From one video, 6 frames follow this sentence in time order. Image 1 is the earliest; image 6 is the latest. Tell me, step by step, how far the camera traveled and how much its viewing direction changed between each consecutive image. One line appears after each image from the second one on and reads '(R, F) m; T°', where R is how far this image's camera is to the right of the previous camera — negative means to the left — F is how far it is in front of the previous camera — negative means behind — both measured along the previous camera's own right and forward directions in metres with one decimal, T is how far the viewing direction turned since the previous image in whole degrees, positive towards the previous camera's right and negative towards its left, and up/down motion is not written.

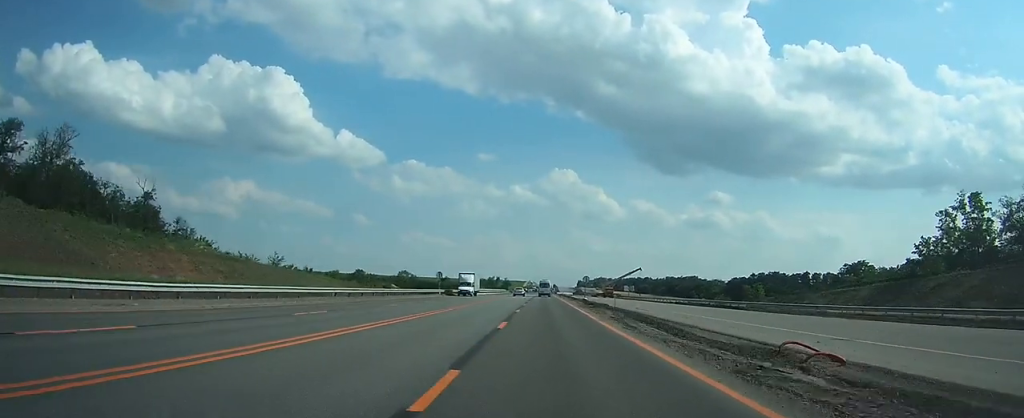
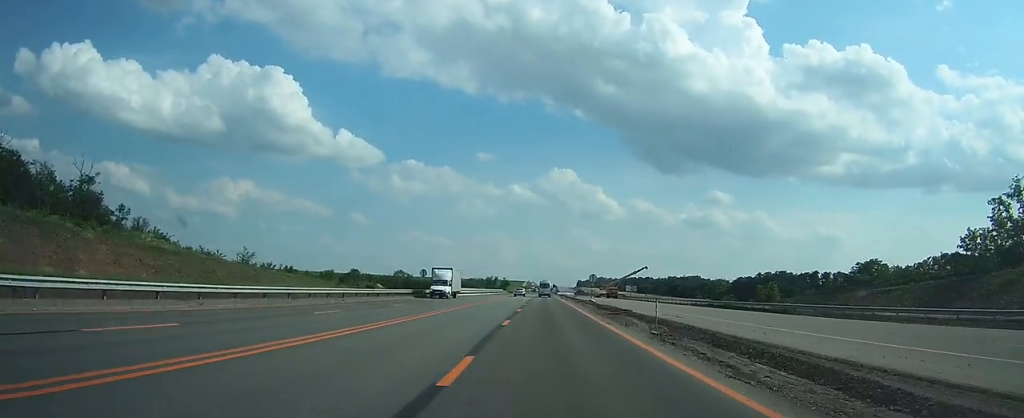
(0.0, +10.2) m; 0°
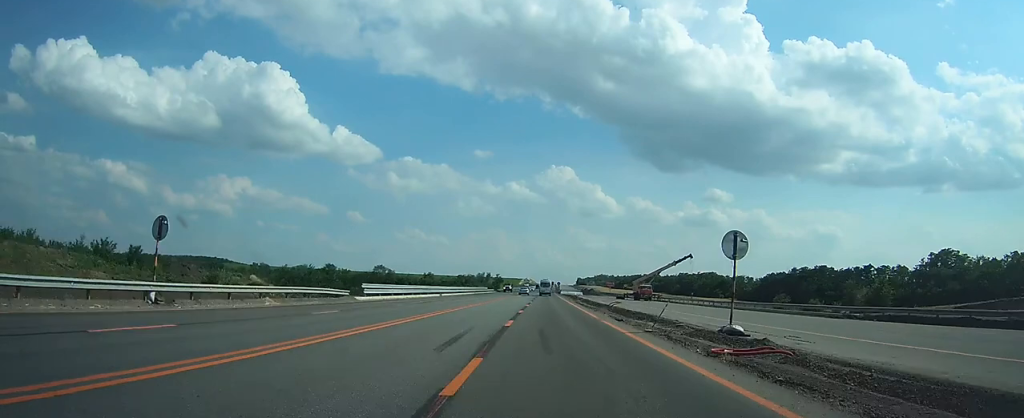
(+0.3, +47.9) m; 0°
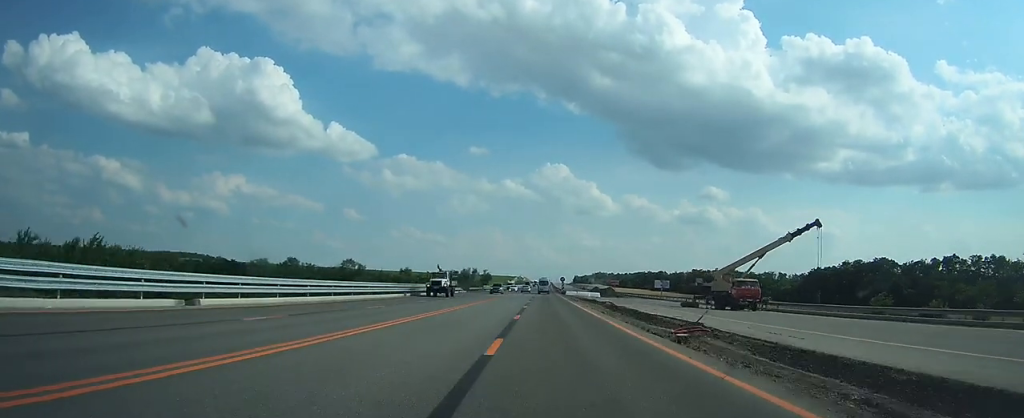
(0.0, +53.1) m; 0°
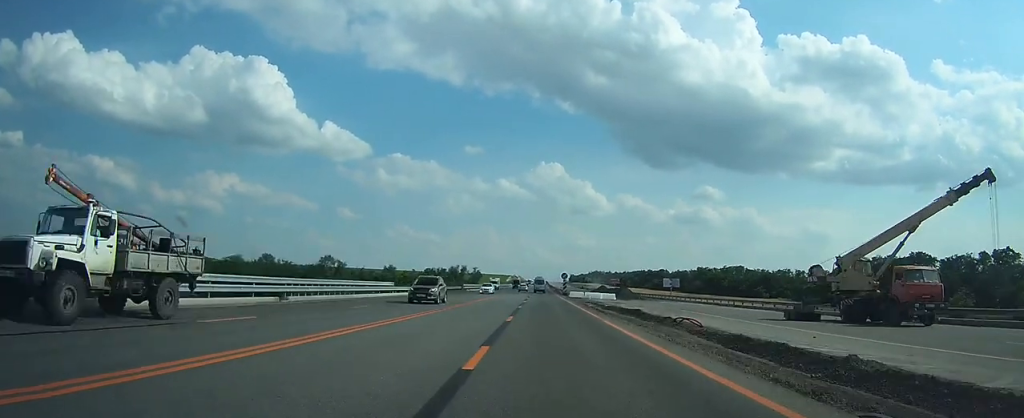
(+0.1, +25.8) m; +1°
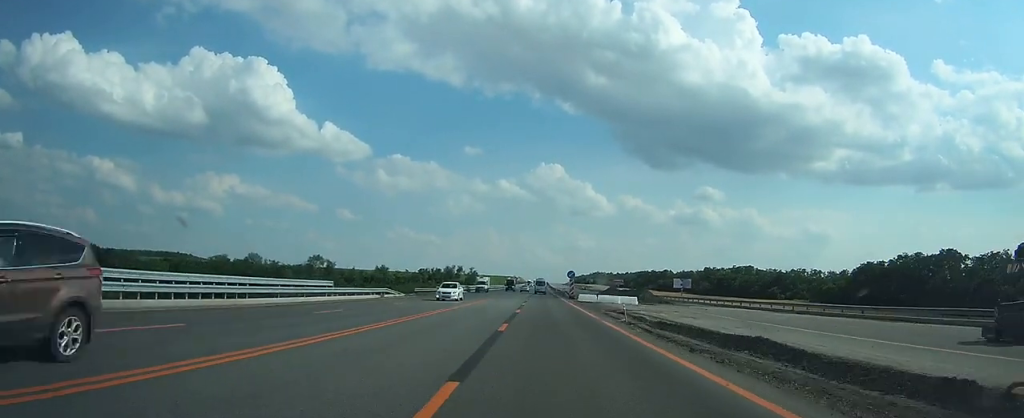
(+0.1, +16.0) m; 0°
